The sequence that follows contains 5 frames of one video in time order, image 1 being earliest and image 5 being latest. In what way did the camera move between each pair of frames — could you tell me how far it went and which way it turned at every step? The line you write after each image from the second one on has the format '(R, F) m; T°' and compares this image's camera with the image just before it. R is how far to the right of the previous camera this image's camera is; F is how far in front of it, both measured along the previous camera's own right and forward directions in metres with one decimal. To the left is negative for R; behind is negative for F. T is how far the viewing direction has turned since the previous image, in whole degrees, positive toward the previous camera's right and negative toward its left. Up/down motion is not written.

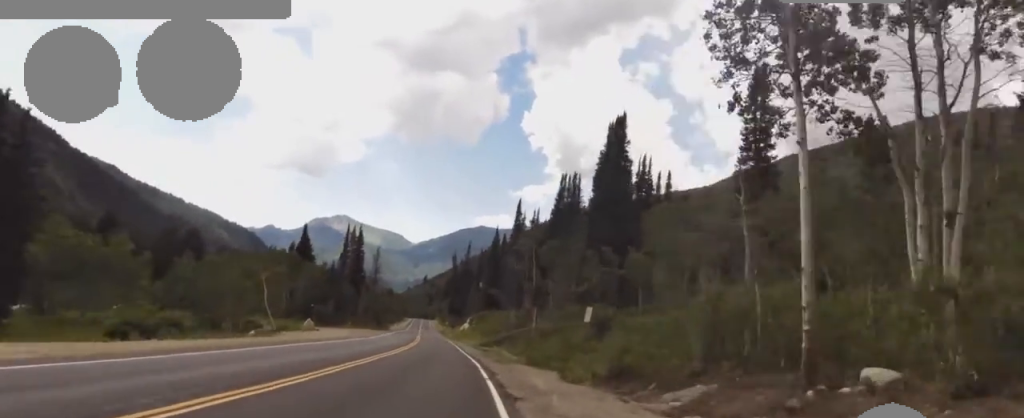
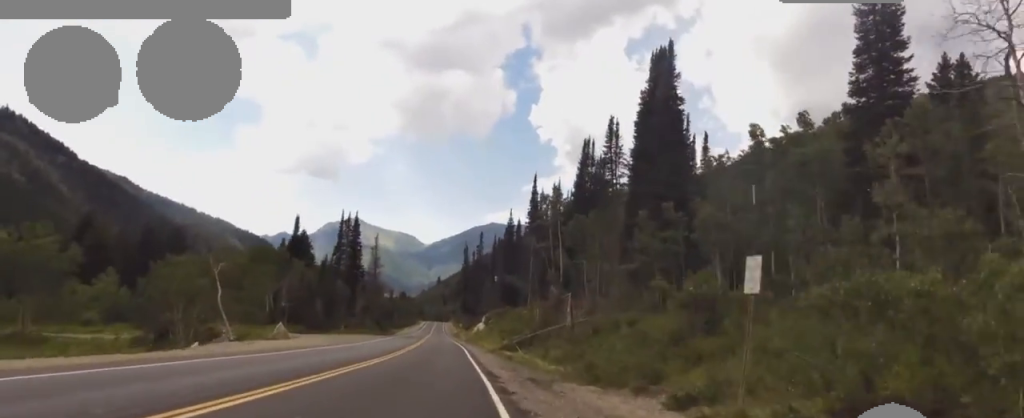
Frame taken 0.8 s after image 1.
(-0.5, +14.8) m; 0°
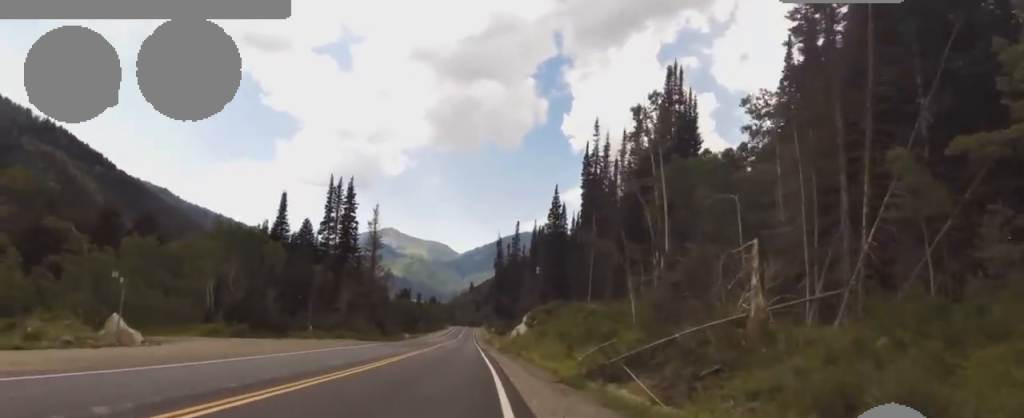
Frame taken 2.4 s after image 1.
(-0.8, +27.9) m; -4°
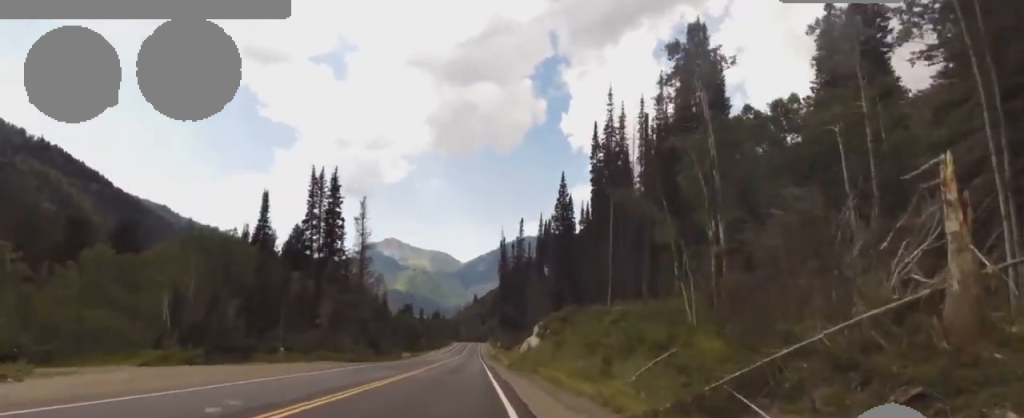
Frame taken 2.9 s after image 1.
(-0.9, +8.1) m; 0°
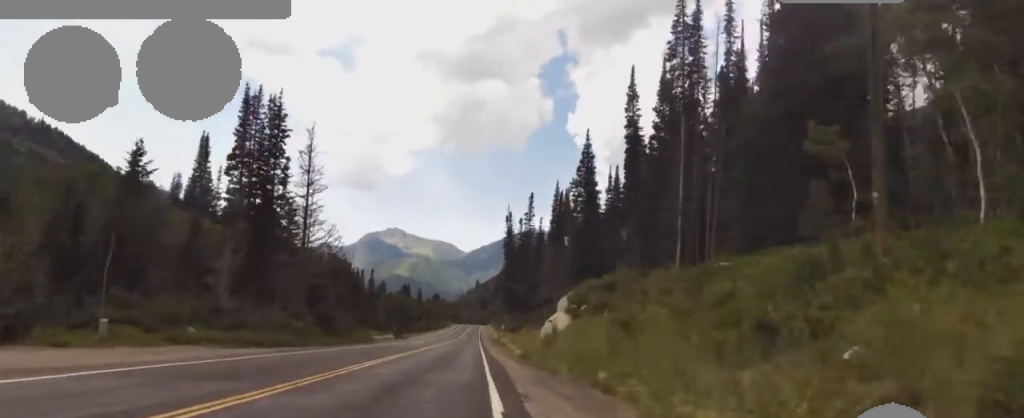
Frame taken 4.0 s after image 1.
(+1.6, +19.4) m; 0°
